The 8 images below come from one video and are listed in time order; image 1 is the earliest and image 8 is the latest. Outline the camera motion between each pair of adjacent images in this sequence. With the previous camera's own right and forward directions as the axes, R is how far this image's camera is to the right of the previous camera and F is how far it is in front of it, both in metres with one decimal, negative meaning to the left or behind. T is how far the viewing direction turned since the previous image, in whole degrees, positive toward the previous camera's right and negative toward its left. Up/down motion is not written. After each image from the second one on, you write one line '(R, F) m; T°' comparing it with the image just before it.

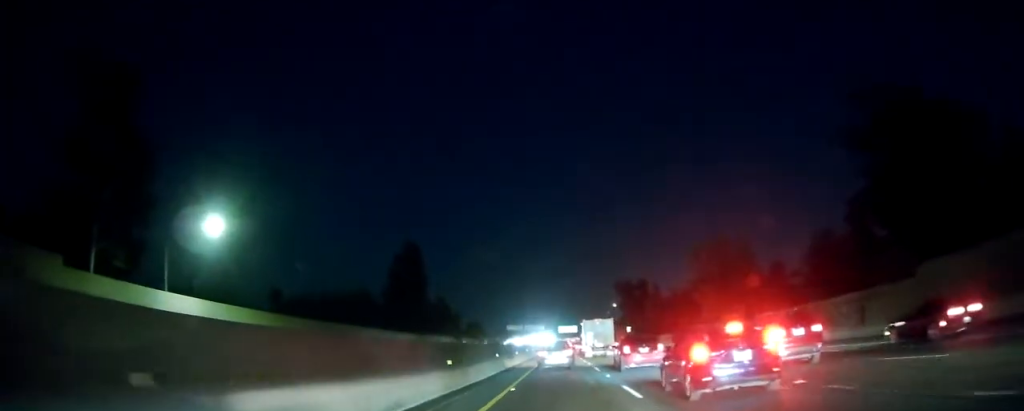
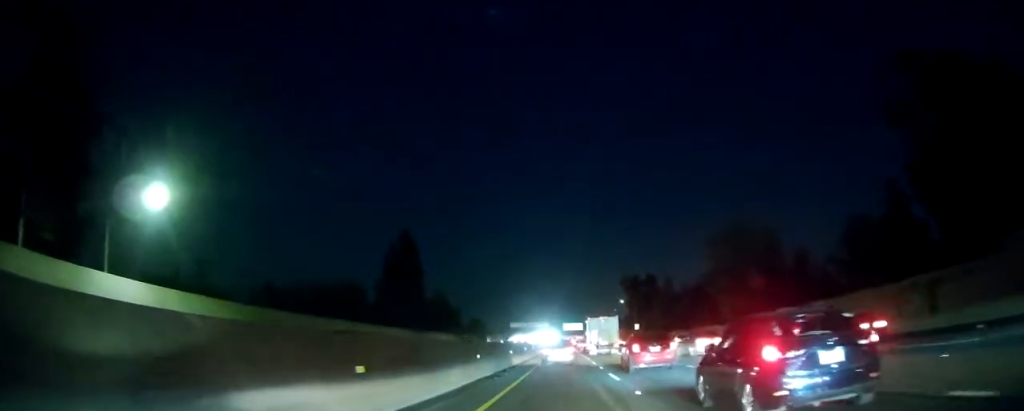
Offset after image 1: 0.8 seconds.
(0.0, +8.3) m; 0°
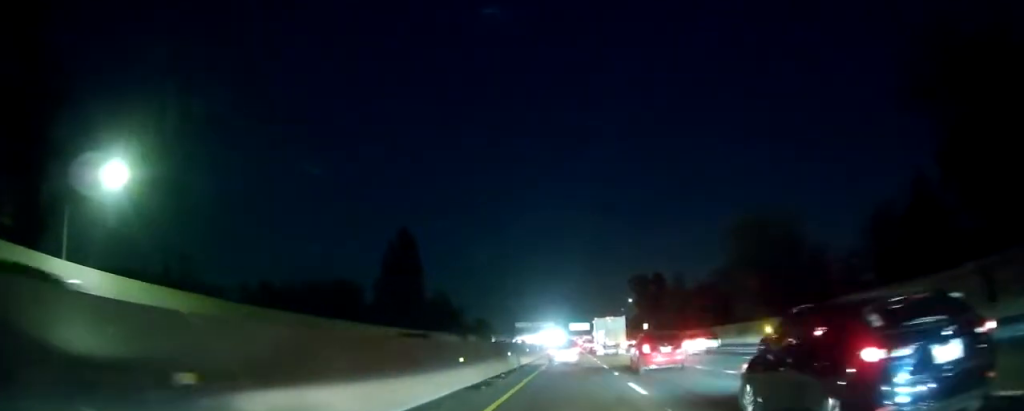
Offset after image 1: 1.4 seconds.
(-0.1, +5.5) m; -1°
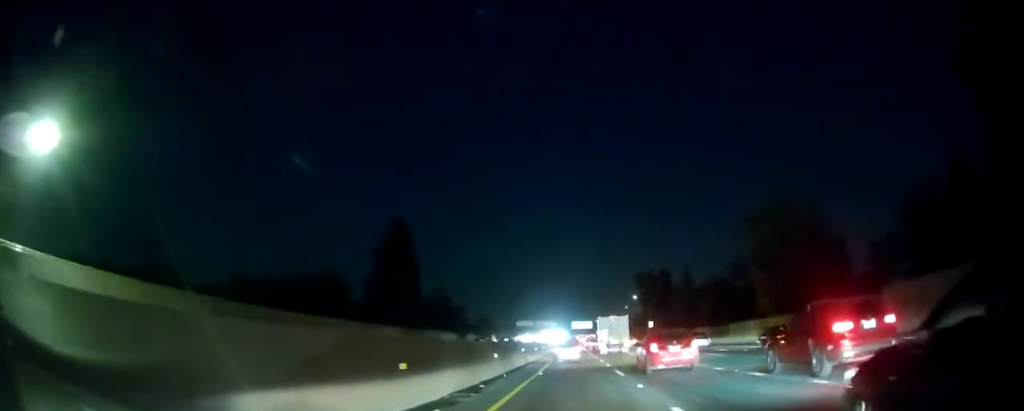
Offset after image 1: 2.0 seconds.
(0.0, +7.0) m; 0°
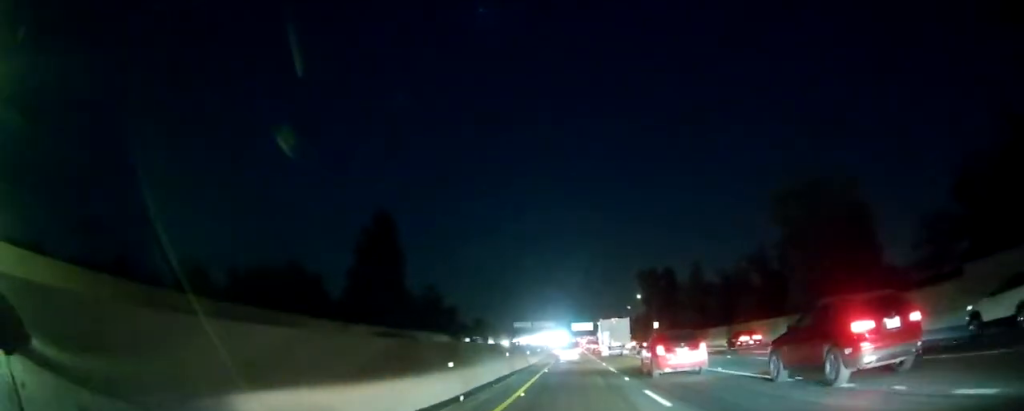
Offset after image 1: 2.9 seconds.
(0.0, +9.7) m; 0°
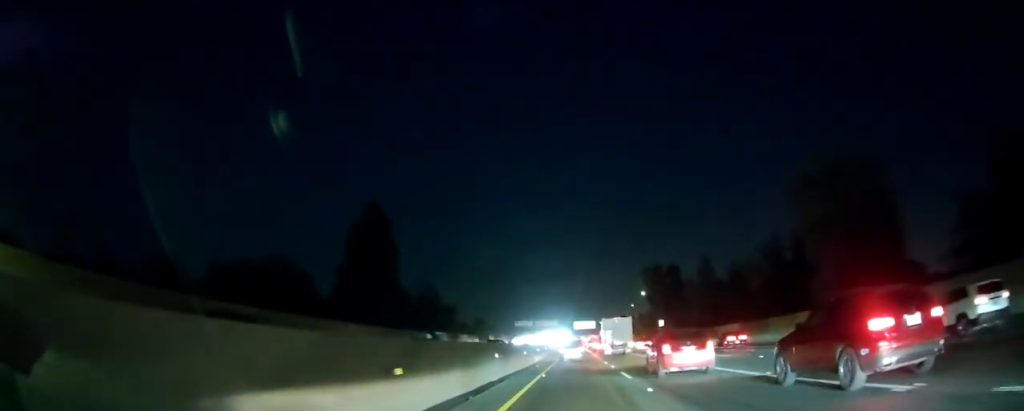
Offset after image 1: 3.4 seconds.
(0.0, +5.1) m; 0°
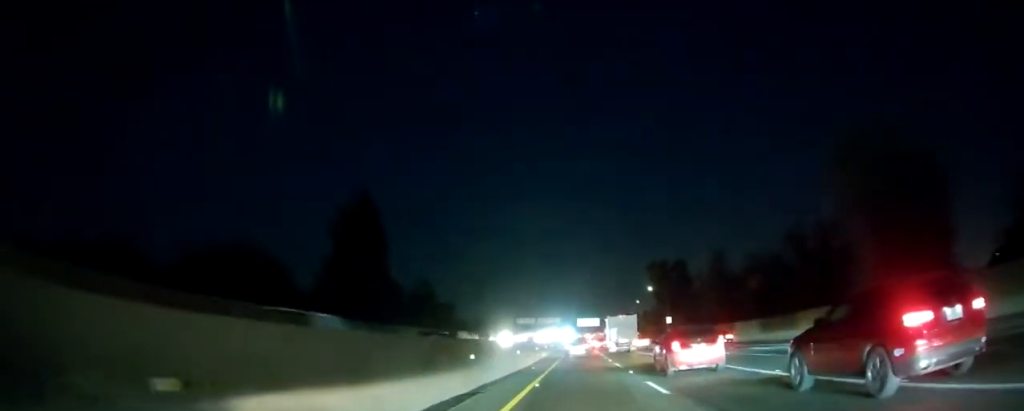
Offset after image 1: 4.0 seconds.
(0.0, +7.1) m; 0°
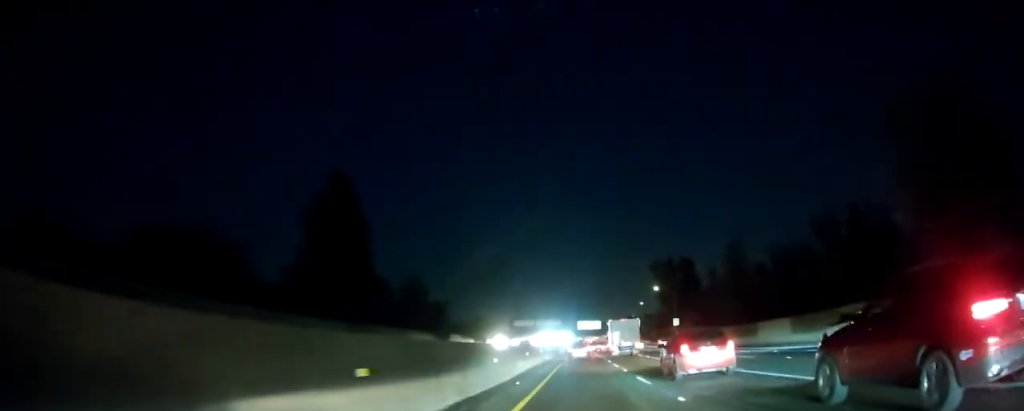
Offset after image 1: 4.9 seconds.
(0.0, +9.6) m; 0°
